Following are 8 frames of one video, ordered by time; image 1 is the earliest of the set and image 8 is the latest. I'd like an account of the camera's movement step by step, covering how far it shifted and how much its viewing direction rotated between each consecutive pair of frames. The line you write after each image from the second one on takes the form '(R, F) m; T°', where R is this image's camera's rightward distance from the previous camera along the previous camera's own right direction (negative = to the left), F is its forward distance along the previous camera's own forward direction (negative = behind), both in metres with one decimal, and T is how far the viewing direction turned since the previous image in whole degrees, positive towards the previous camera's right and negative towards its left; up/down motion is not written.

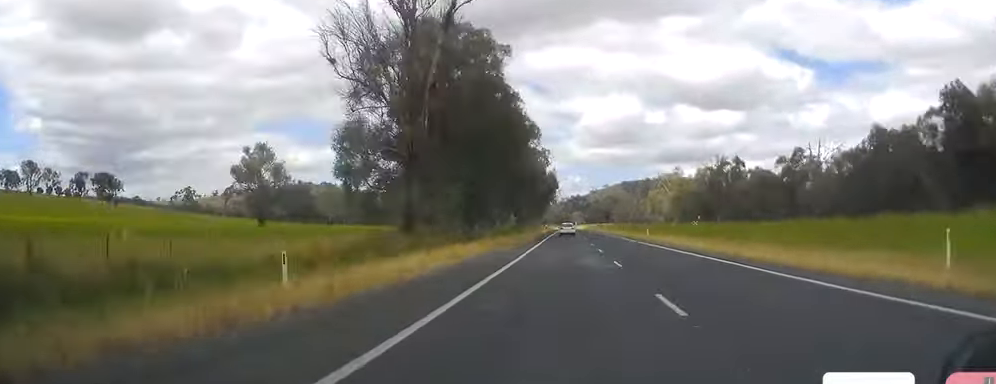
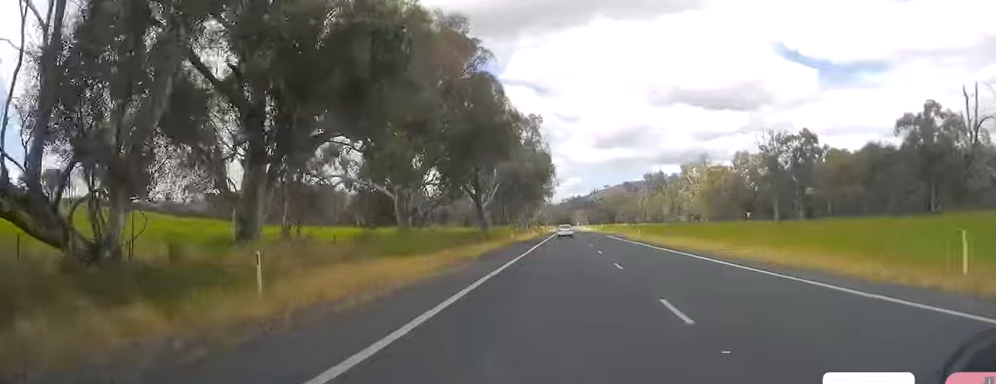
(+2.7, +61.2) m; +1°
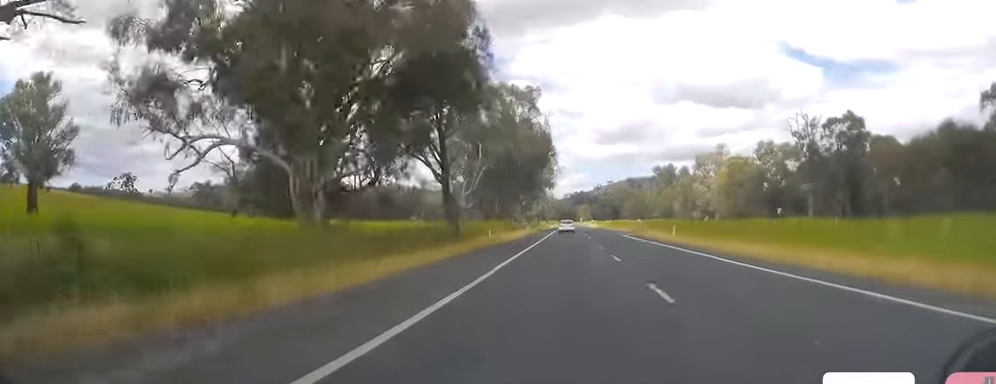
(-1.1, +22.0) m; 0°
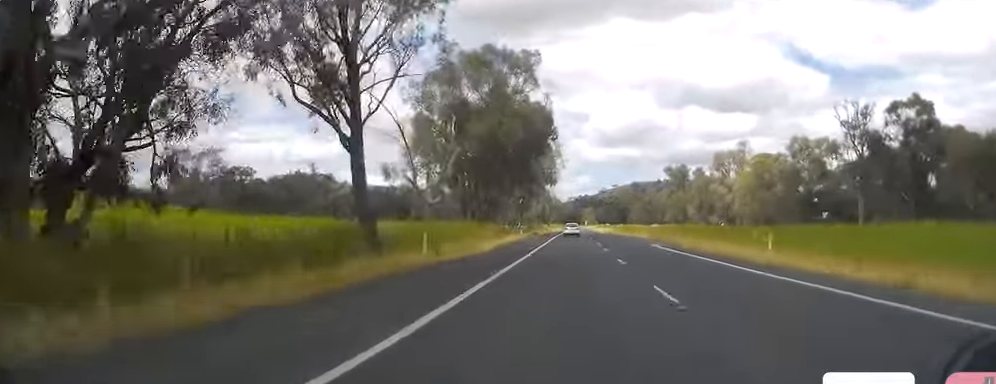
(+0.6, +24.0) m; 0°
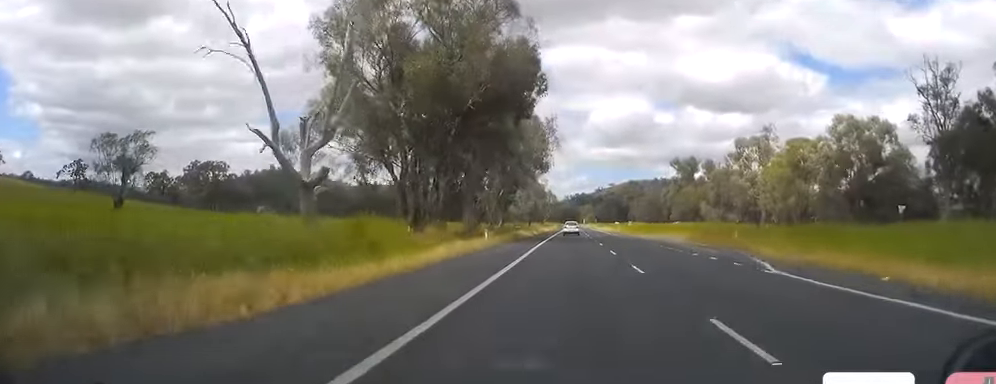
(-0.4, +29.7) m; 0°
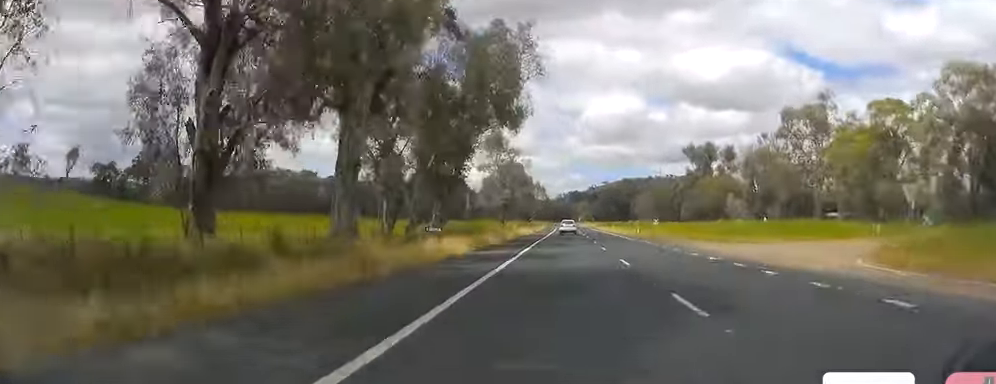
(+0.8, +45.3) m; +2°
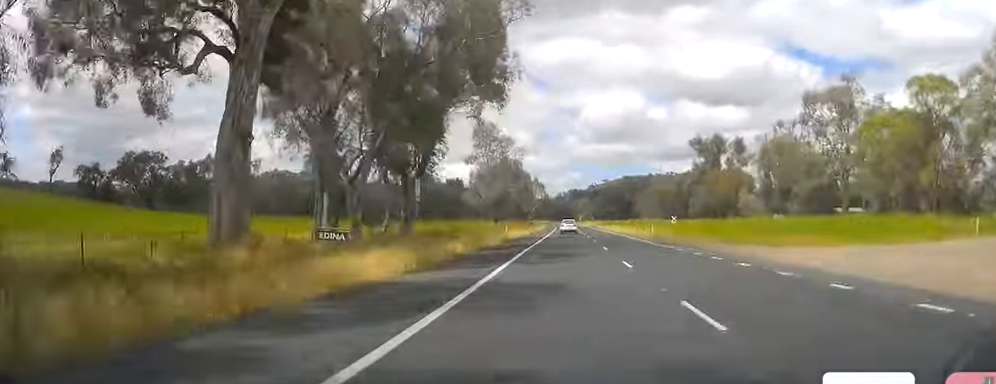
(0.0, +13.5) m; 0°
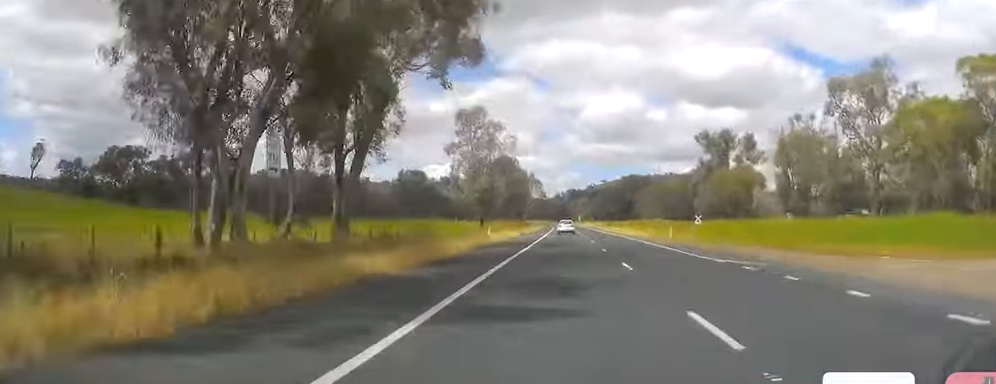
(0.0, +13.5) m; 0°
